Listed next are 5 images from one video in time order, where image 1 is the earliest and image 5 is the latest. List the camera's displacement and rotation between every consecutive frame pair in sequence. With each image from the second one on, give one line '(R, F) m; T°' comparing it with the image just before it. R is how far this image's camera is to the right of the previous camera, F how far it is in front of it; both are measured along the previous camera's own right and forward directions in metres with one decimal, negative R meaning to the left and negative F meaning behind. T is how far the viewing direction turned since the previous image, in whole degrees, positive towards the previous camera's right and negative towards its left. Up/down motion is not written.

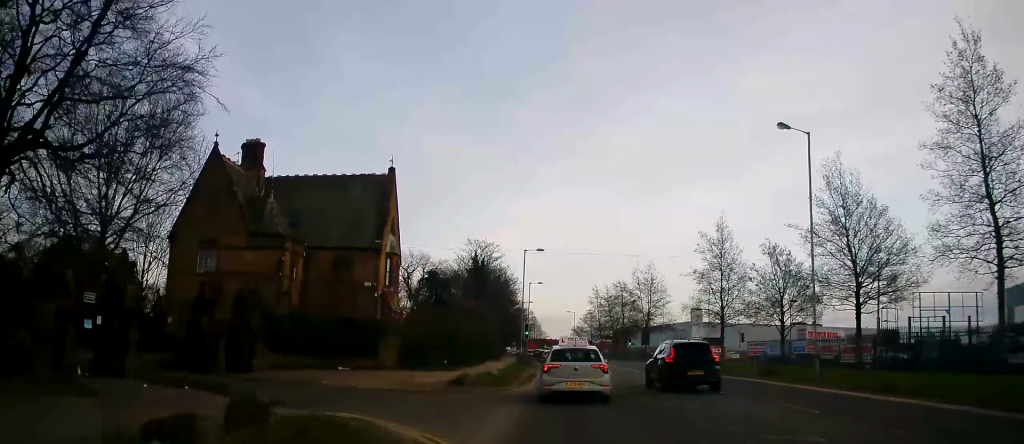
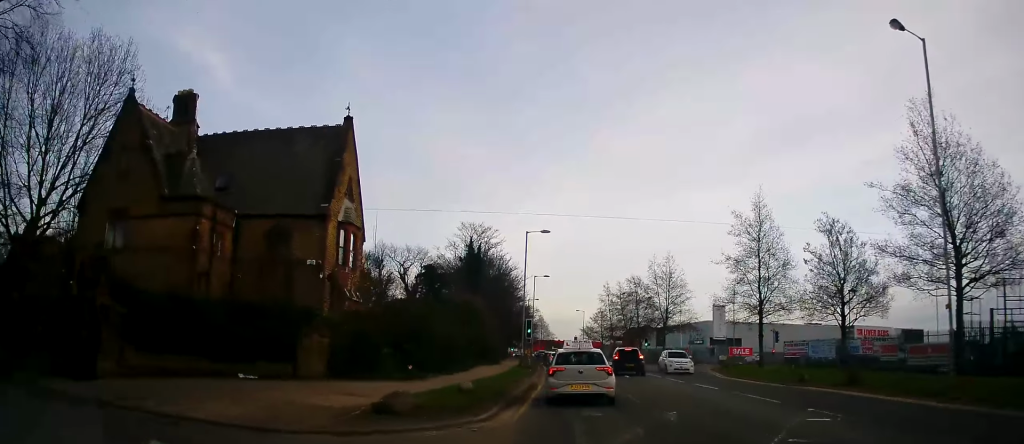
(+0.7, +9.2) m; 0°
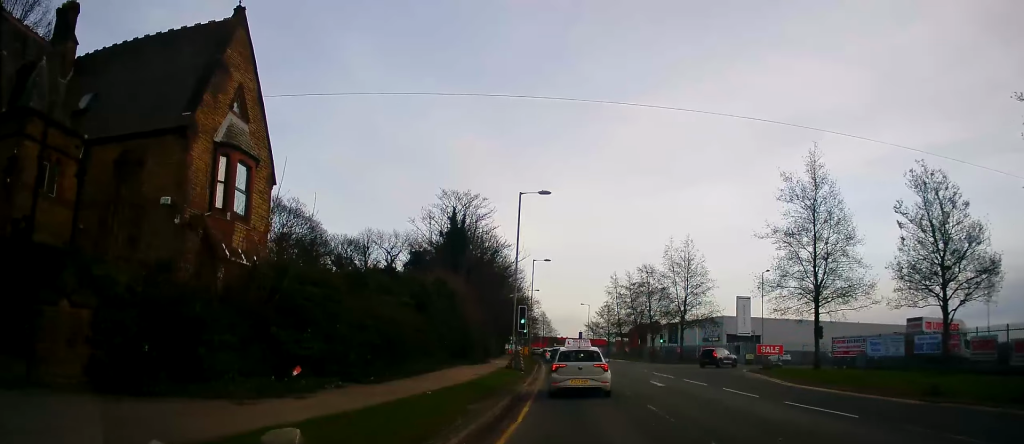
(-0.8, +10.4) m; +2°
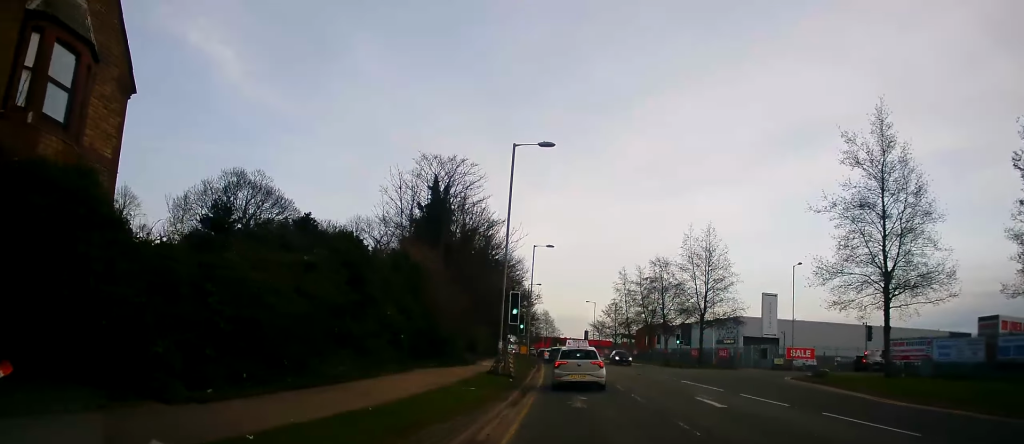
(-0.3, +7.9) m; -4°
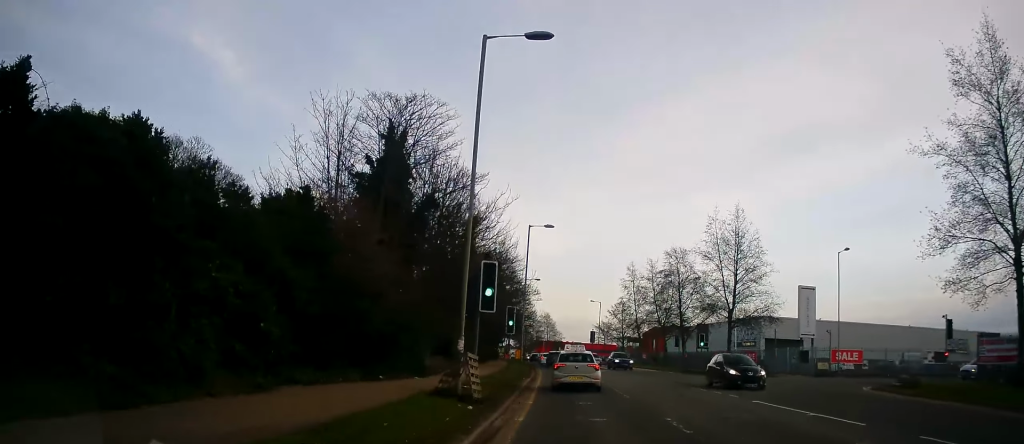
(+0.4, +9.7) m; 0°
